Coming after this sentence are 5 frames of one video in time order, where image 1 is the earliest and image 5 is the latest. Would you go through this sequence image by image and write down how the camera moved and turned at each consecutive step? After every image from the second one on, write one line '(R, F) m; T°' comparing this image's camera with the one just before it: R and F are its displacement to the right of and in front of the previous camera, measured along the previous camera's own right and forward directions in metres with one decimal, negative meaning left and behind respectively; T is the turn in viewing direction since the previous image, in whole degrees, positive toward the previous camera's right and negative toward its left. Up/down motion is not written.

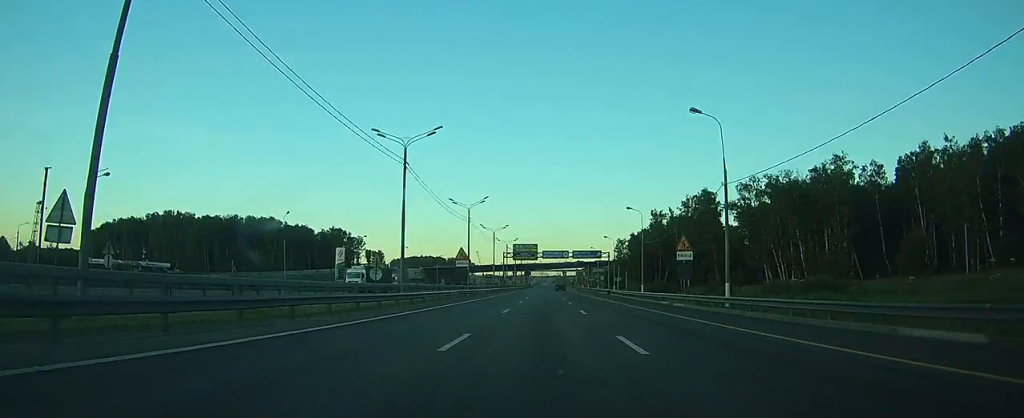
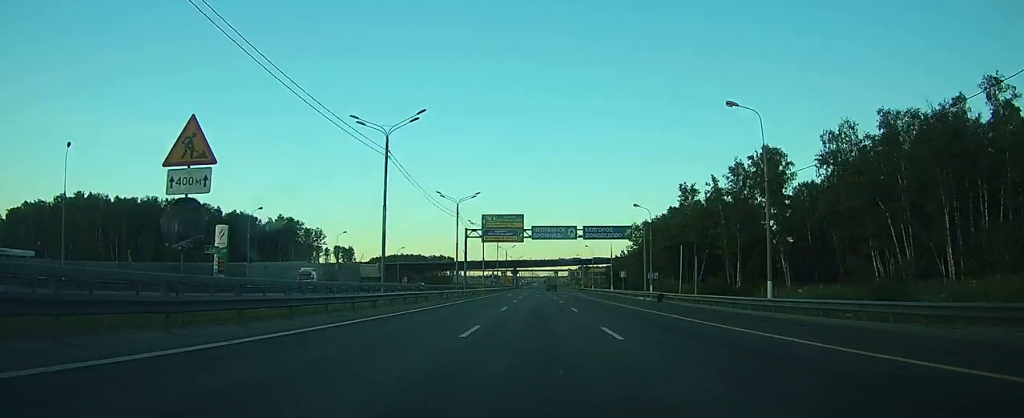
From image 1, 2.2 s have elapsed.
(+0.5, +44.8) m; +1°
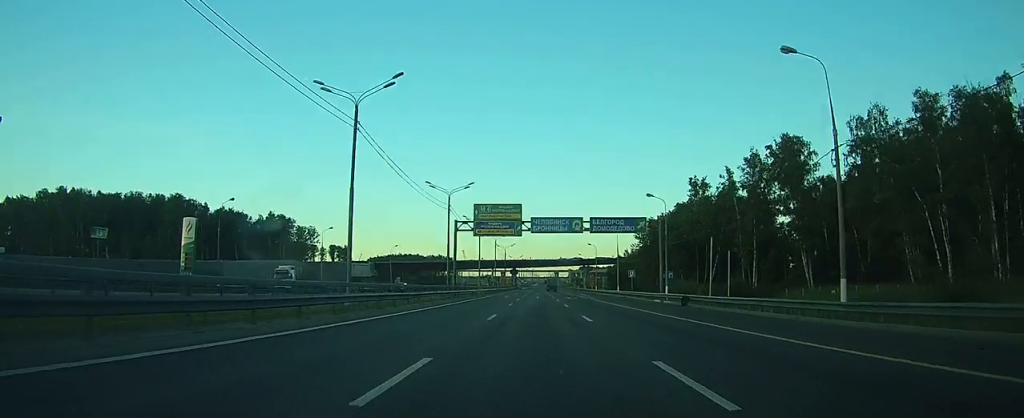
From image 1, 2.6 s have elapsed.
(0.0, +8.2) m; 0°
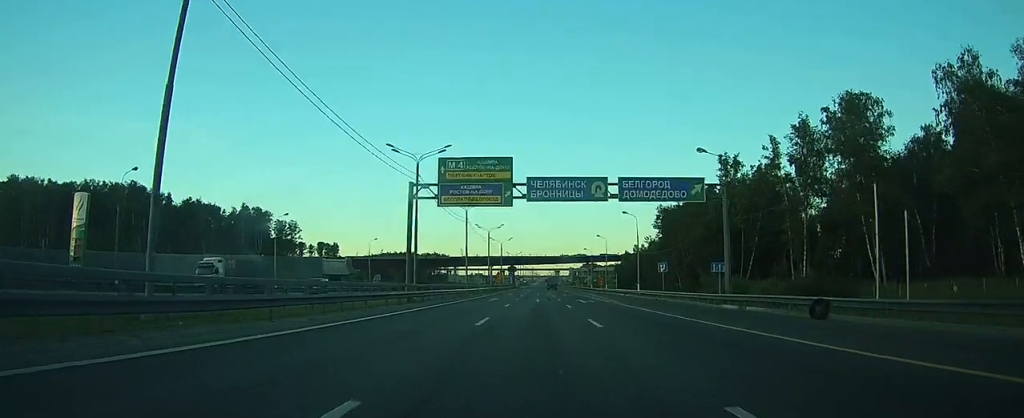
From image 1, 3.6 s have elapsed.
(0.0, +19.8) m; 0°
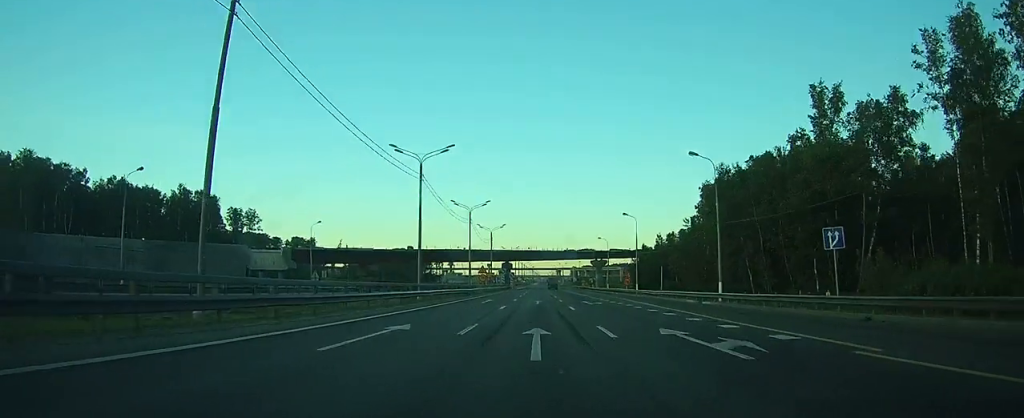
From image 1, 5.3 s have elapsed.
(0.0, +35.7) m; 0°
